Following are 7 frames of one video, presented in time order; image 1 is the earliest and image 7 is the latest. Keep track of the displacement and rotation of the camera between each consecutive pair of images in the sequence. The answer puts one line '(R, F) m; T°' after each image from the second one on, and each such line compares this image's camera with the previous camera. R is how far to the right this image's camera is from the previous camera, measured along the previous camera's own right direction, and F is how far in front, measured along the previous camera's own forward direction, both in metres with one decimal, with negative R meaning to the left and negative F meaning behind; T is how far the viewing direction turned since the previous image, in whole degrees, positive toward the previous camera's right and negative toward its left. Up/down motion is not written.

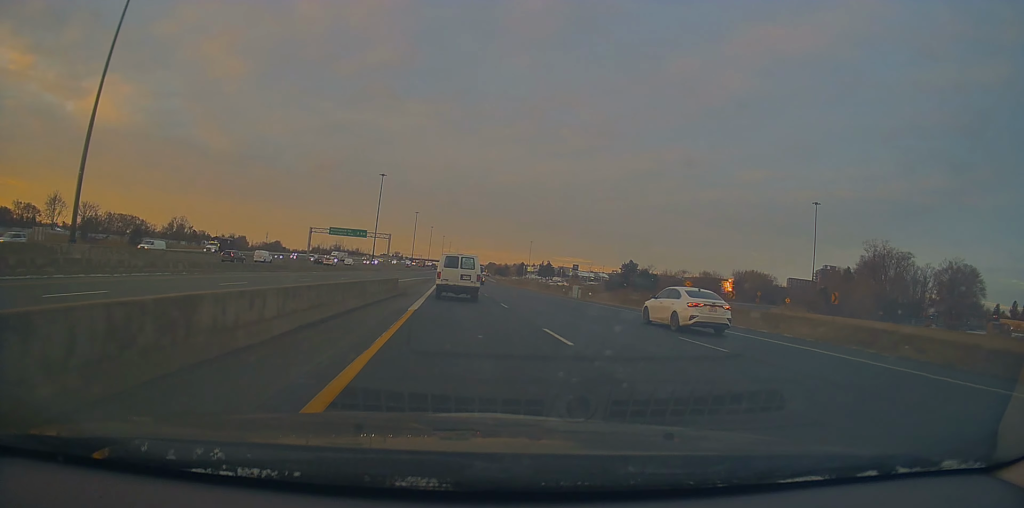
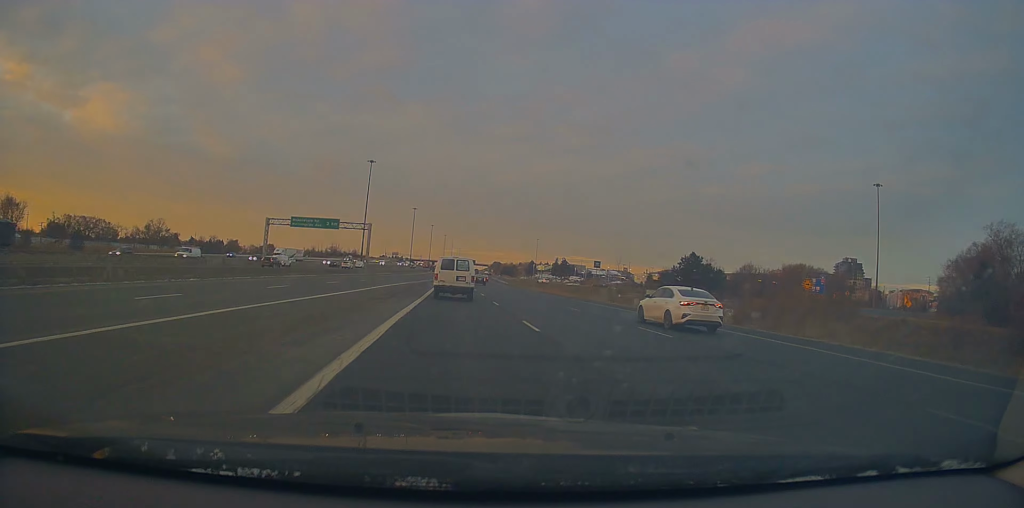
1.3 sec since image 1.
(-0.1, +32.5) m; -1°
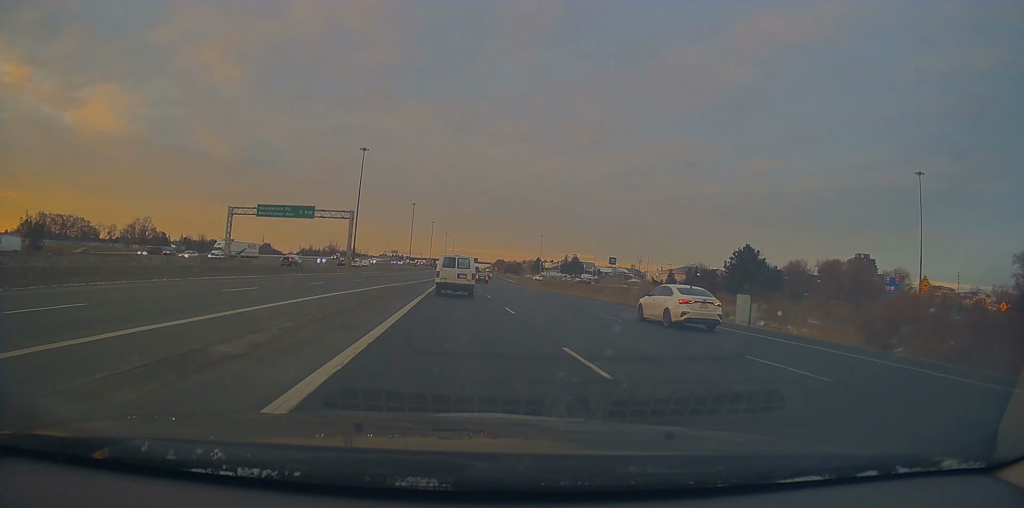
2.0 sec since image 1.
(-0.2, +18.0) m; 0°
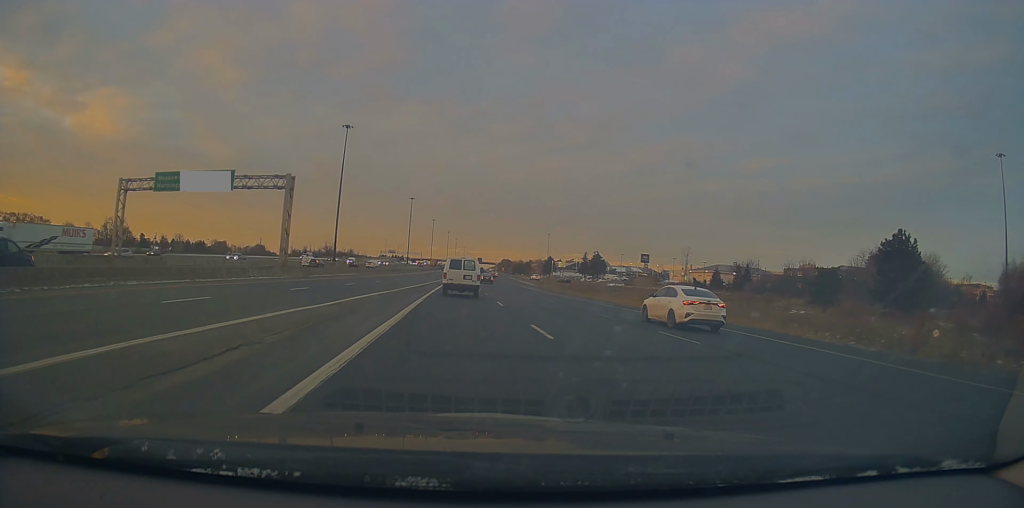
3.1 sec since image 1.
(+0.2, +30.5) m; 0°
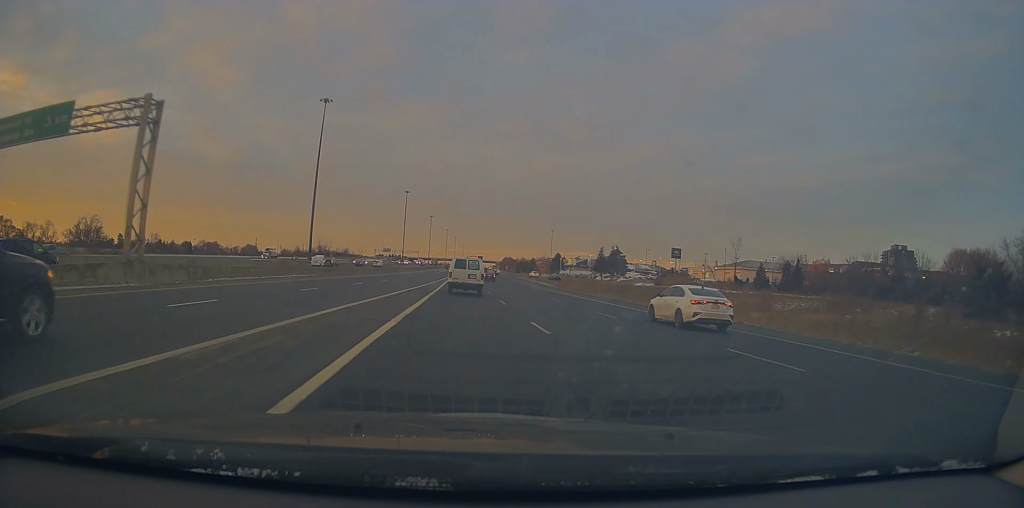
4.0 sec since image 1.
(-0.2, +23.8) m; 0°
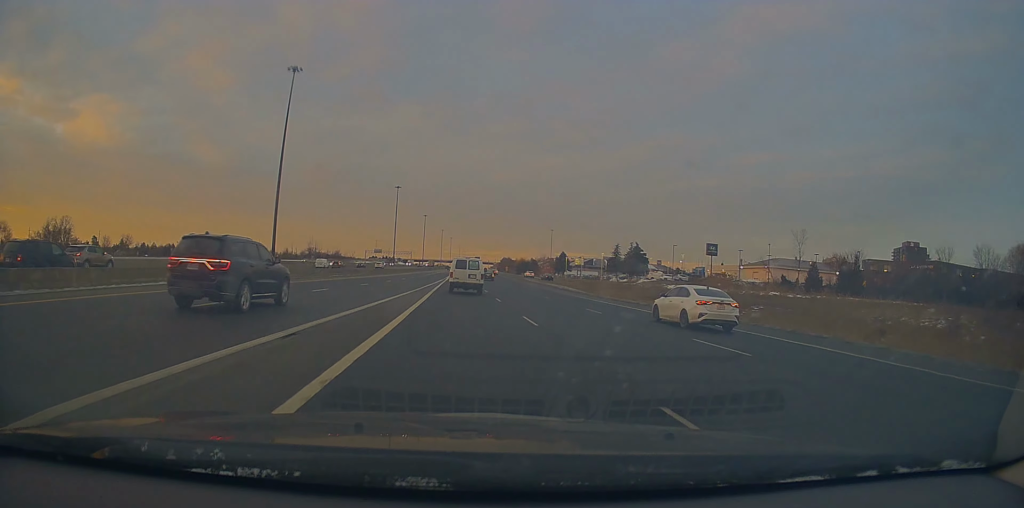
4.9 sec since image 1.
(+0.2, +22.2) m; 0°
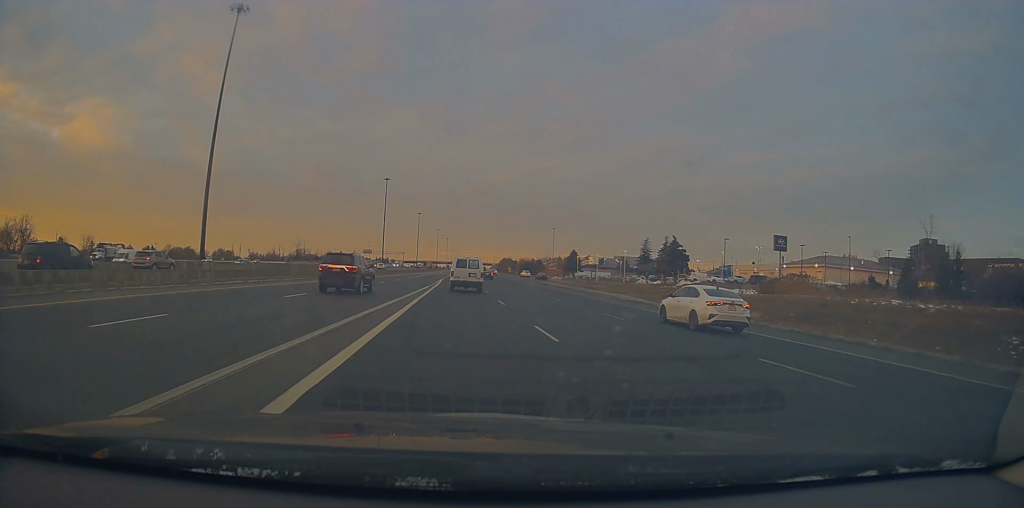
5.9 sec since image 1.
(-0.1, +28.0) m; +1°
